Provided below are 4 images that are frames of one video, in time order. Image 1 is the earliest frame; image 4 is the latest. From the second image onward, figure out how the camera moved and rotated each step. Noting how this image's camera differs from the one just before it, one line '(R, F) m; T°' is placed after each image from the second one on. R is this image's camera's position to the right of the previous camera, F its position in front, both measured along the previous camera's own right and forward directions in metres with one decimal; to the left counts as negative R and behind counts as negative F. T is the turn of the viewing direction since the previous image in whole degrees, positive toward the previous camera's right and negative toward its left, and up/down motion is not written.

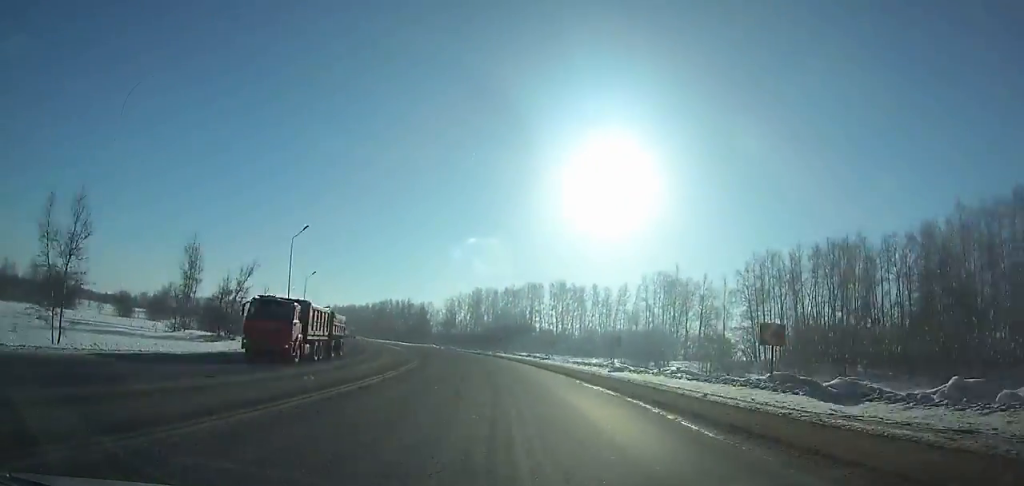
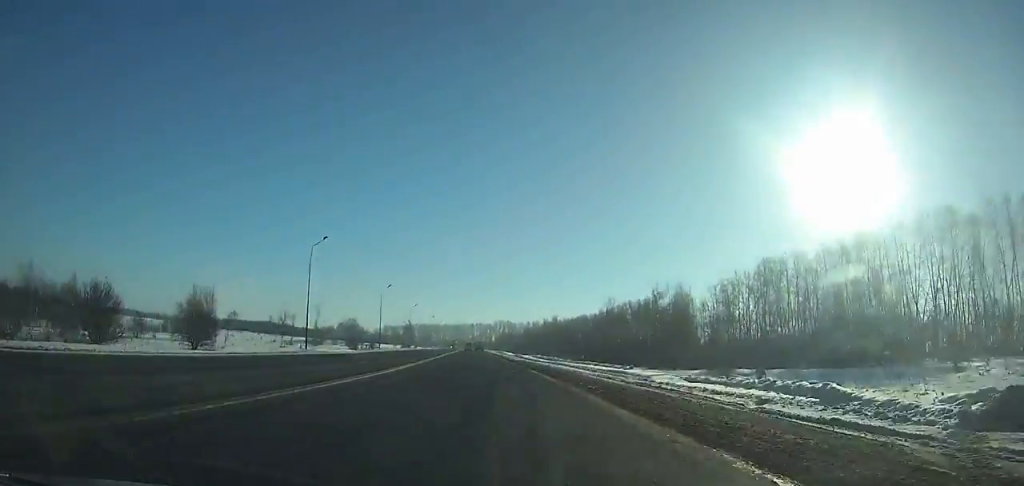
(-18.2, +92.0) m; -18°
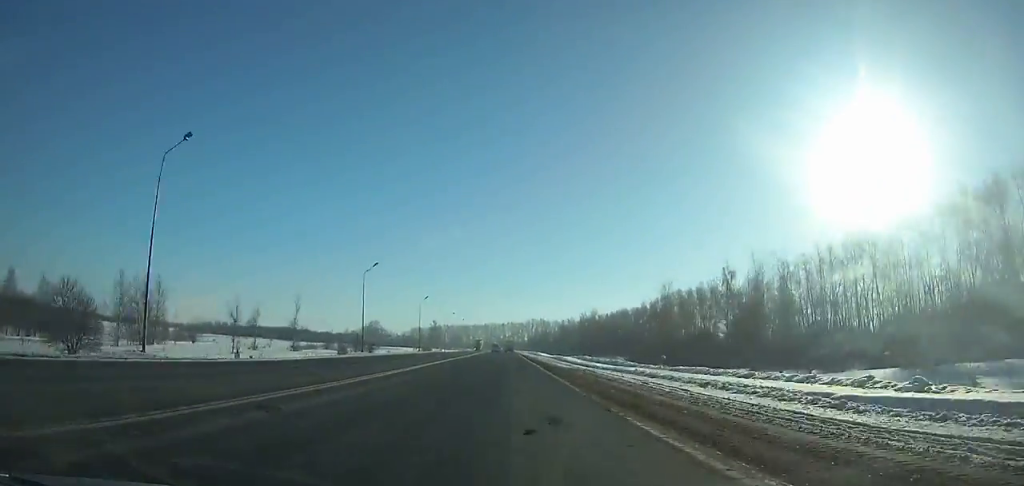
(-1.1, +29.1) m; -3°
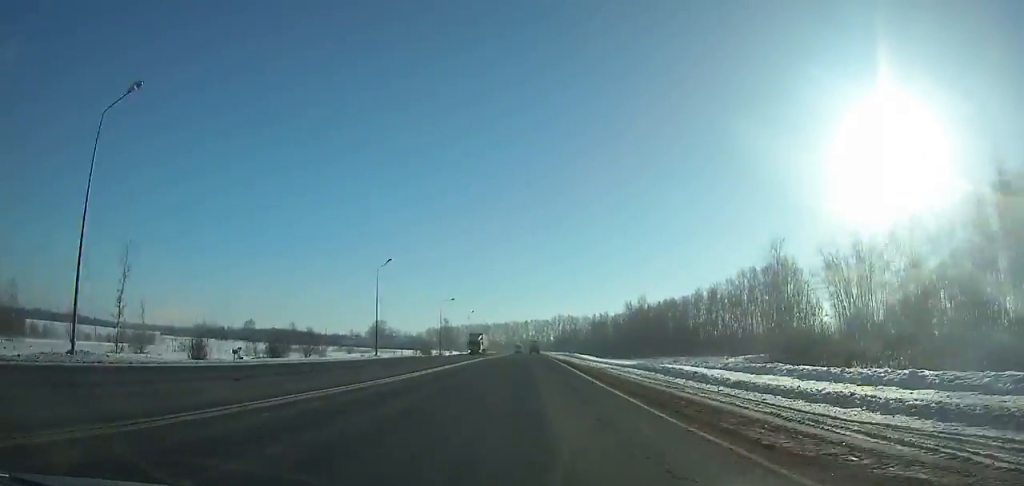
(-1.5, +50.4) m; -1°
